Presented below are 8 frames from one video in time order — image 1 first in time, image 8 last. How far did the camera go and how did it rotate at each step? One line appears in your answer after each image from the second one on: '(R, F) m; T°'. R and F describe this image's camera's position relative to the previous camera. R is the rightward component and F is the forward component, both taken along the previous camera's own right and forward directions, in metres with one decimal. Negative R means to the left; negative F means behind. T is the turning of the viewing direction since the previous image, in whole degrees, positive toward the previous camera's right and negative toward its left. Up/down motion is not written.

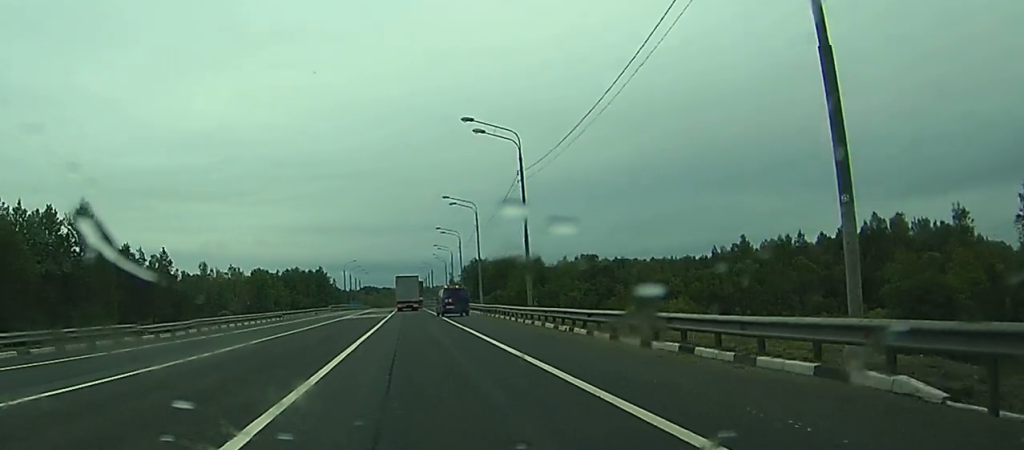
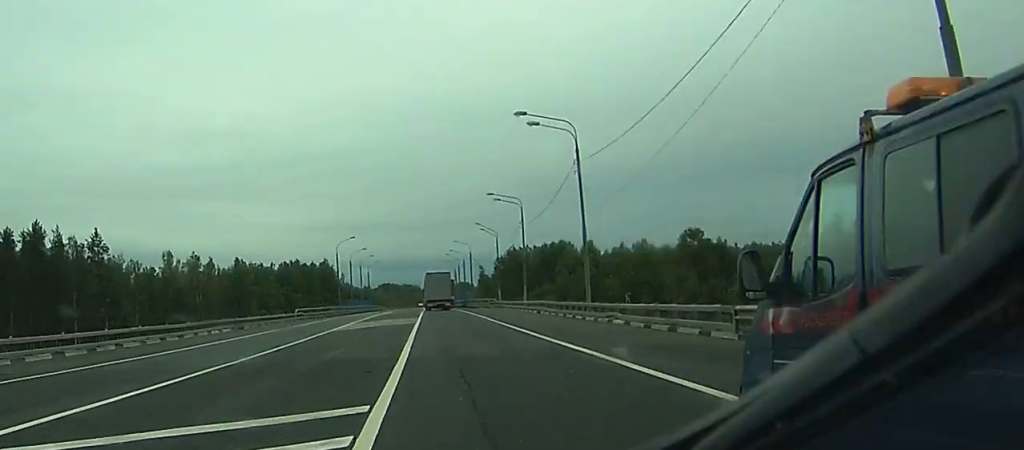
(0.0, +71.3) m; 0°
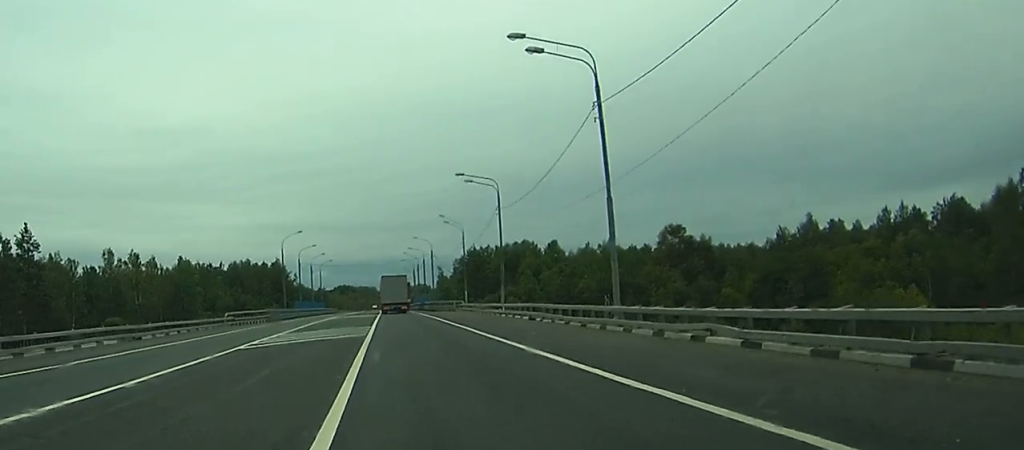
(0.0, +14.3) m; 0°
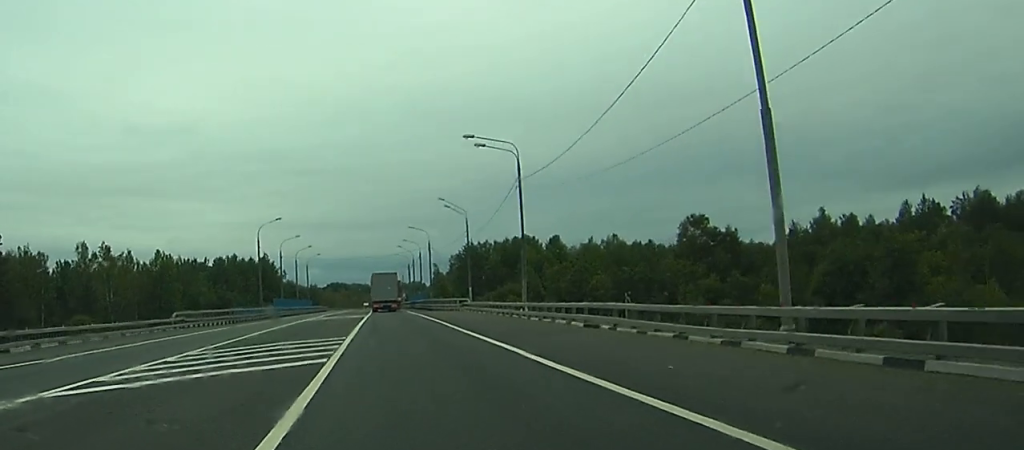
(0.0, +14.9) m; 0°
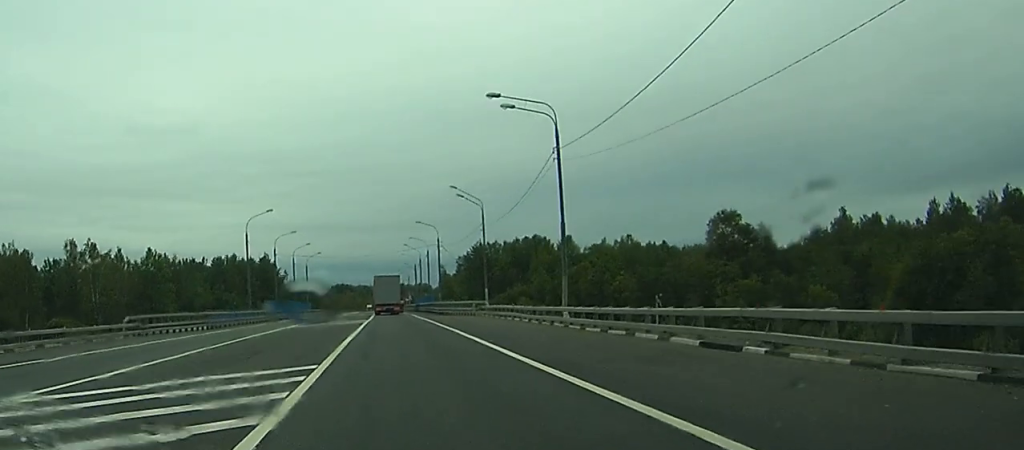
(+0.1, +11.3) m; 0°
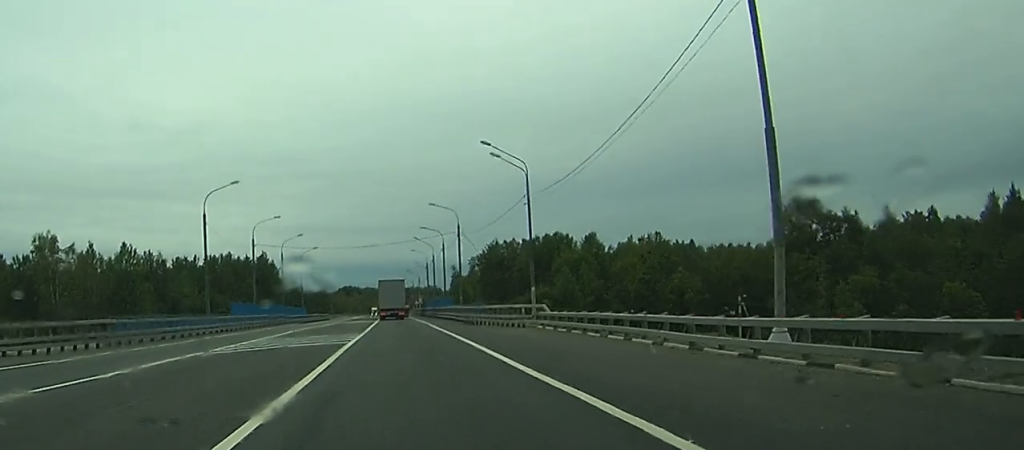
(+0.2, +23.4) m; 0°
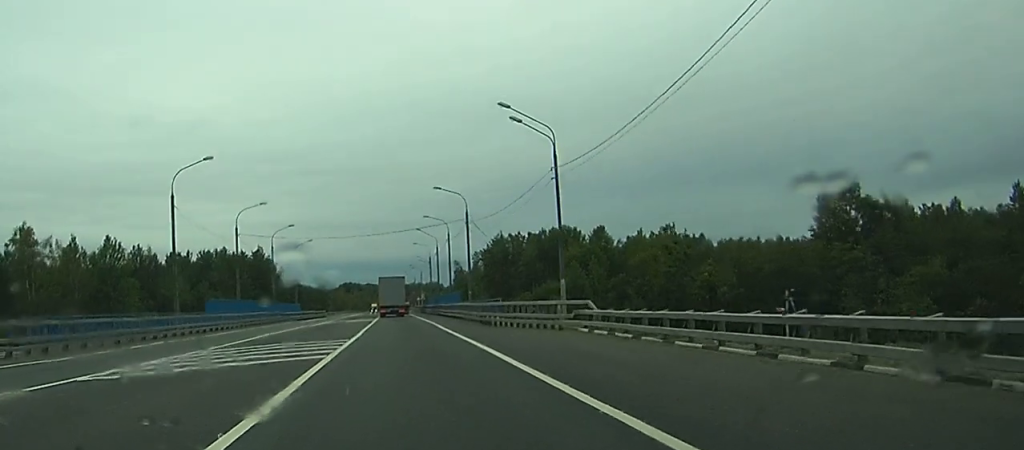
(0.0, +9.9) m; 0°
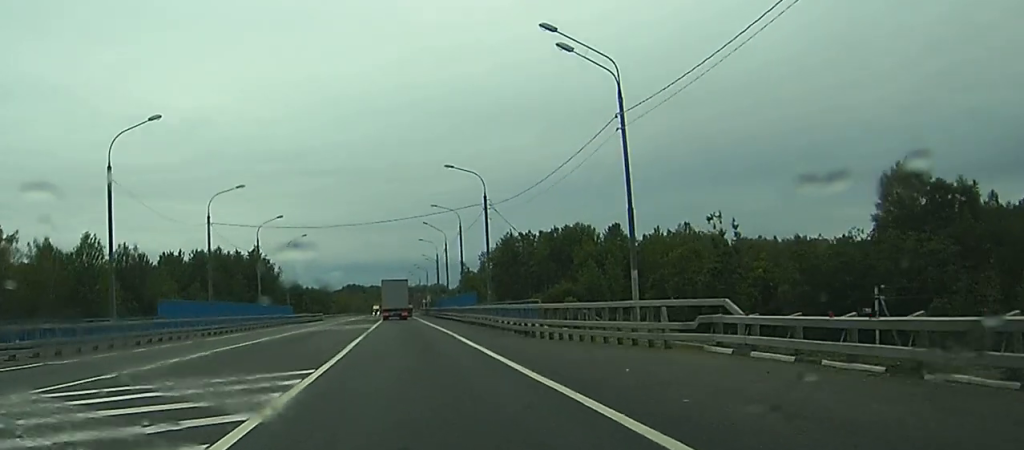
(-0.1, +13.5) m; -1°
